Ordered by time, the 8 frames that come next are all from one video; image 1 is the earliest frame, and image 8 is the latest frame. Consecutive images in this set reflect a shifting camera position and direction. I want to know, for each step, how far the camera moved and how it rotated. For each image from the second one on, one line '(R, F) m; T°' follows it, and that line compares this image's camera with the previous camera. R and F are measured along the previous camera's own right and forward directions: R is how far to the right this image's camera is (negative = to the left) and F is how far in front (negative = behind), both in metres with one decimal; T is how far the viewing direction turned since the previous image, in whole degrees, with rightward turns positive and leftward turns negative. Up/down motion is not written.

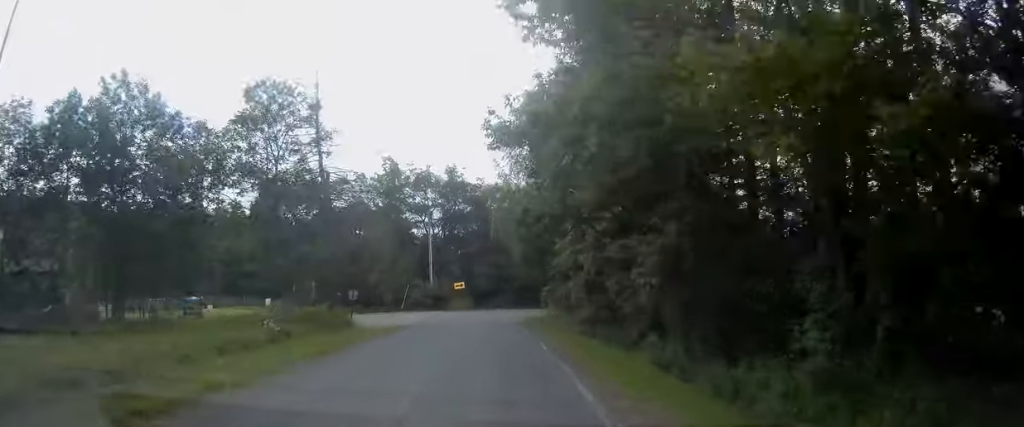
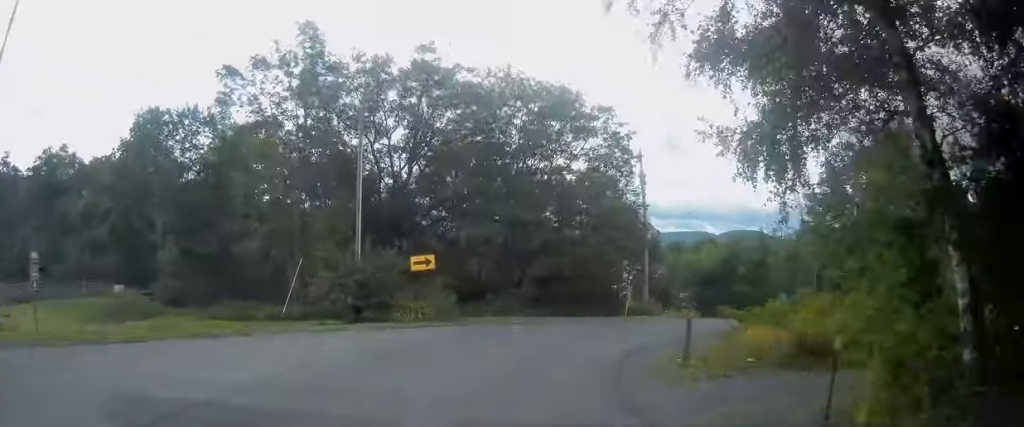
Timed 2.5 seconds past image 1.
(-1.3, +36.2) m; +4°
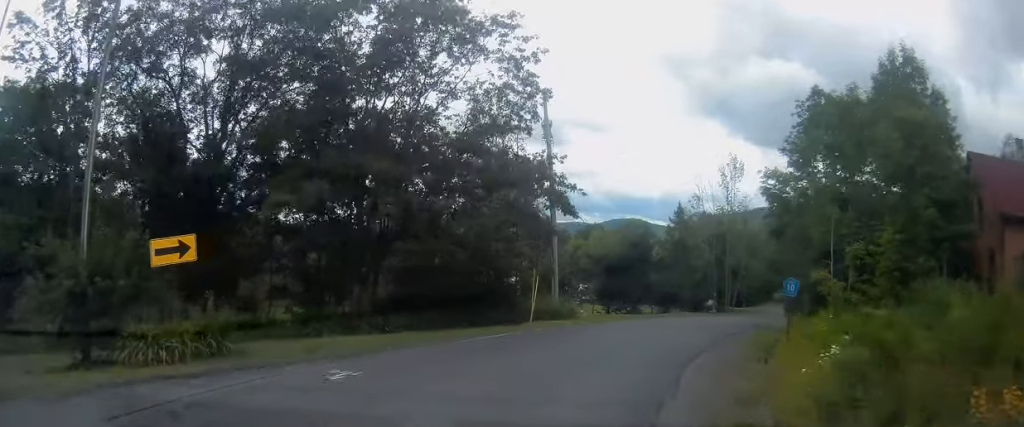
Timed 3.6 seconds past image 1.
(+1.3, +12.9) m; +14°
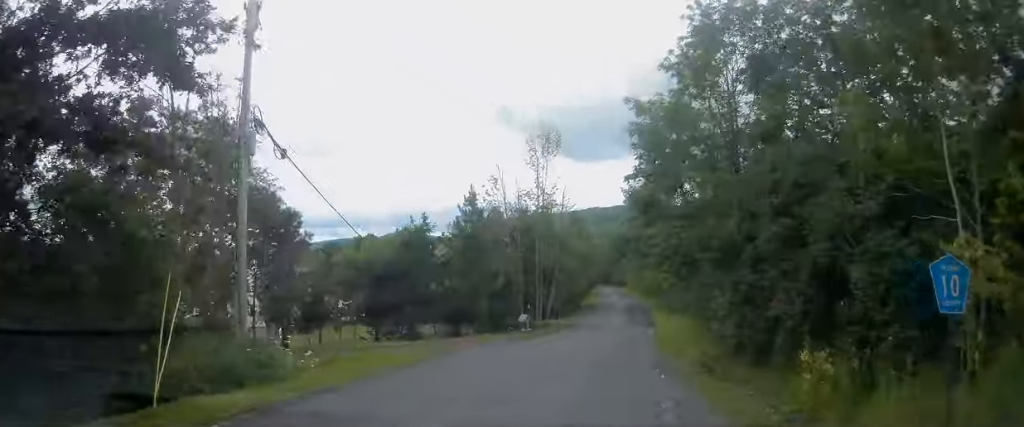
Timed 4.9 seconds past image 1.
(+2.9, +15.7) m; +18°
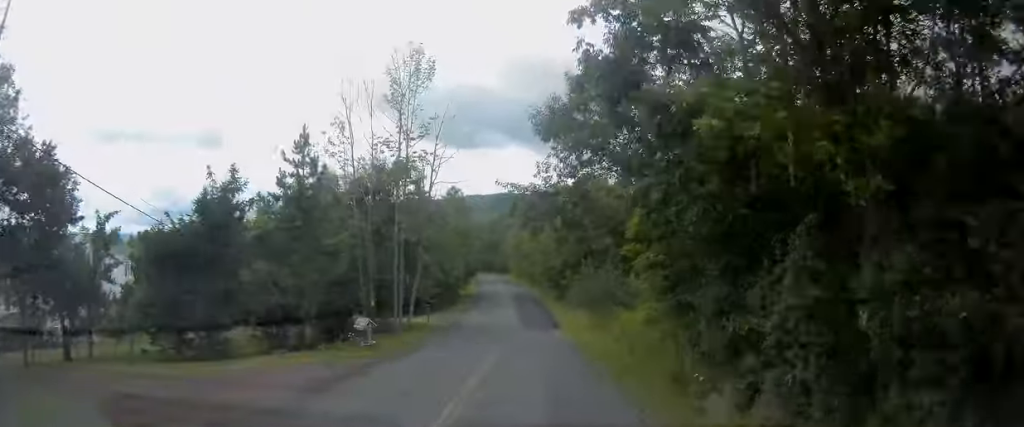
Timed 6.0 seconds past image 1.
(+1.2, +14.5) m; +7°
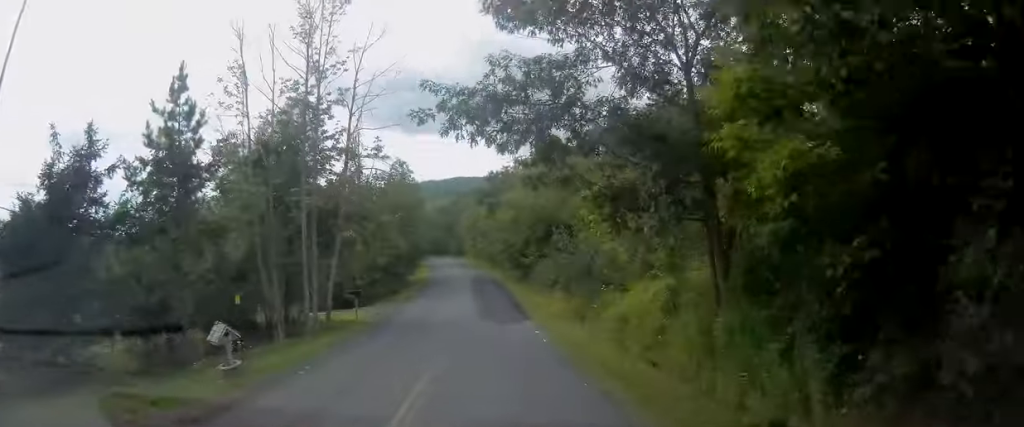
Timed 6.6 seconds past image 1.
(+0.2, +8.6) m; +3°
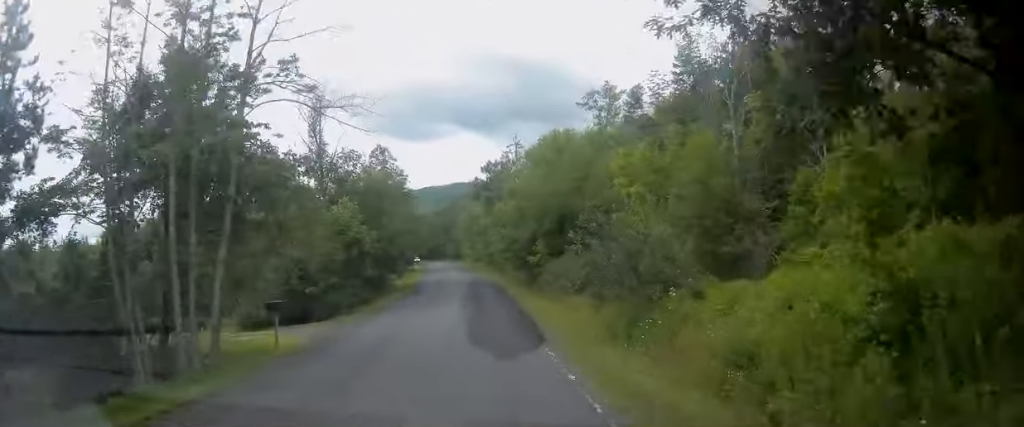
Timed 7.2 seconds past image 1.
(+0.1, +9.9) m; +2°
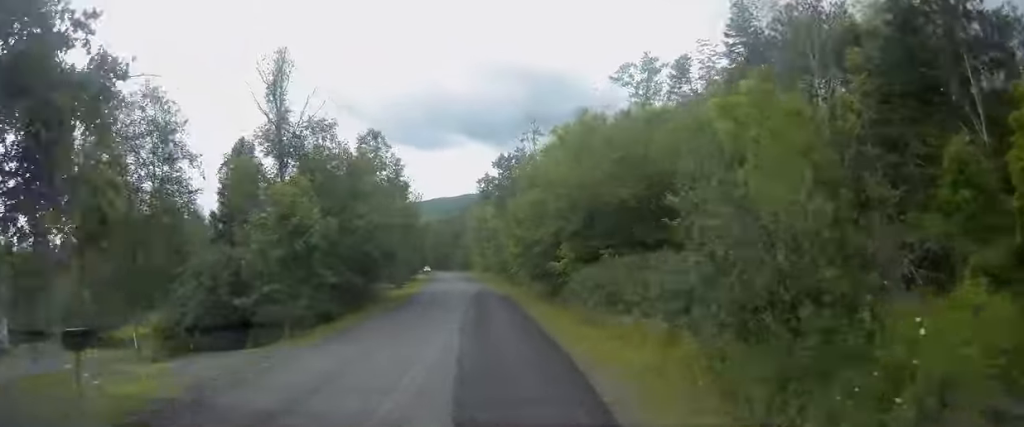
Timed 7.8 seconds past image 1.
(+0.4, +9.6) m; +1°
